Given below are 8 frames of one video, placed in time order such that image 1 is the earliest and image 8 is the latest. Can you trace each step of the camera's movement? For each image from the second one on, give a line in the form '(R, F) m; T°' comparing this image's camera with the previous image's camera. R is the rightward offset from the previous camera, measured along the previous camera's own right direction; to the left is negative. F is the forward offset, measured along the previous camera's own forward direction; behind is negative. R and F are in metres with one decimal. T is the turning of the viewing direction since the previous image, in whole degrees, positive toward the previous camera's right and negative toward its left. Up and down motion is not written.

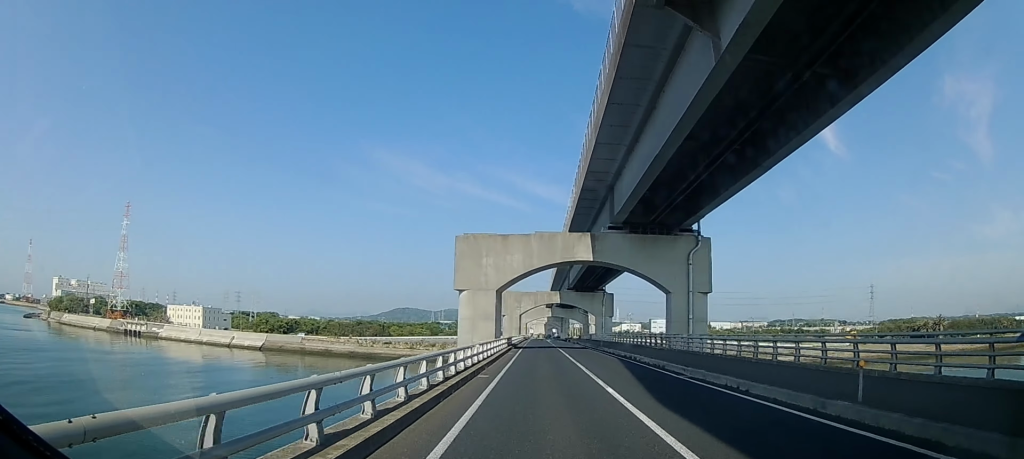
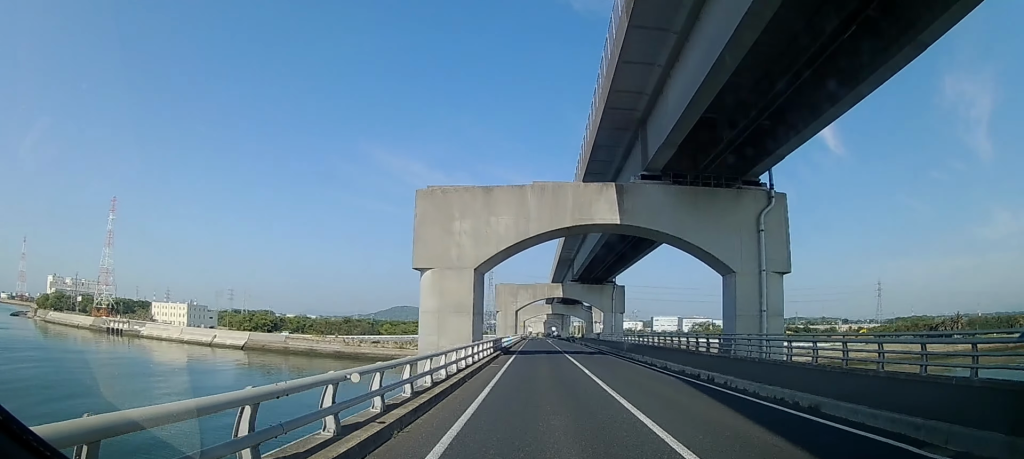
(0.0, +14.4) m; +1°
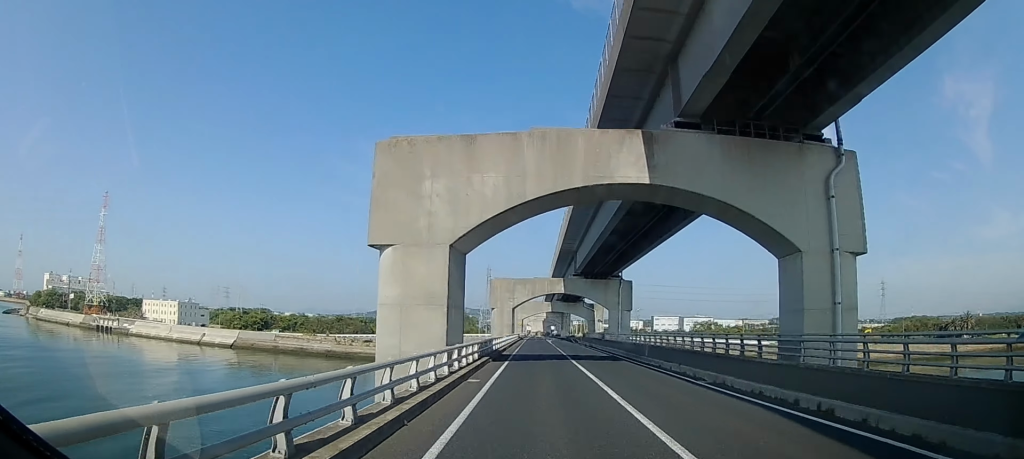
(+0.2, +7.9) m; 0°
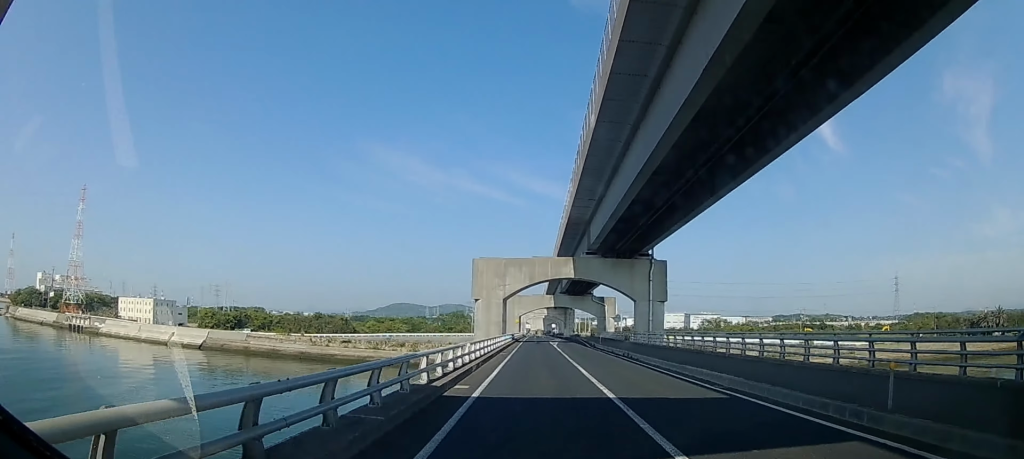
(-0.1, +22.4) m; 0°
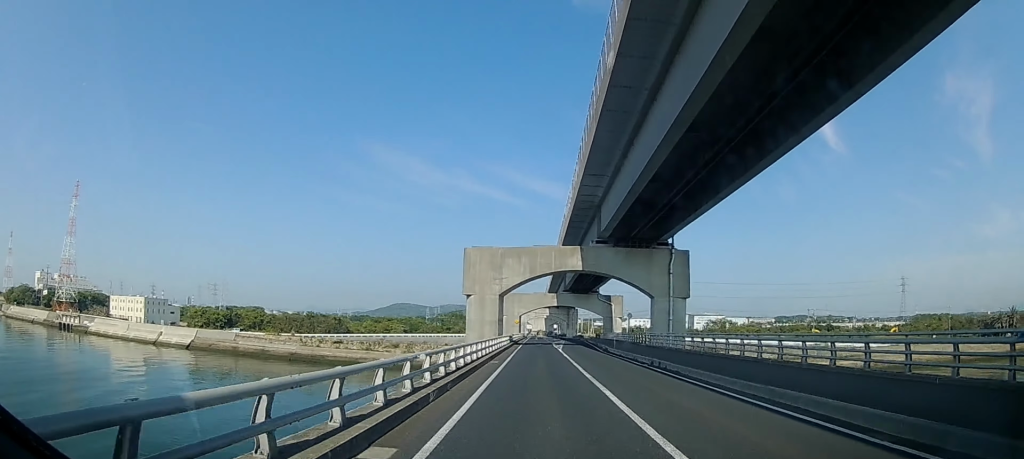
(-0.1, +9.0) m; 0°
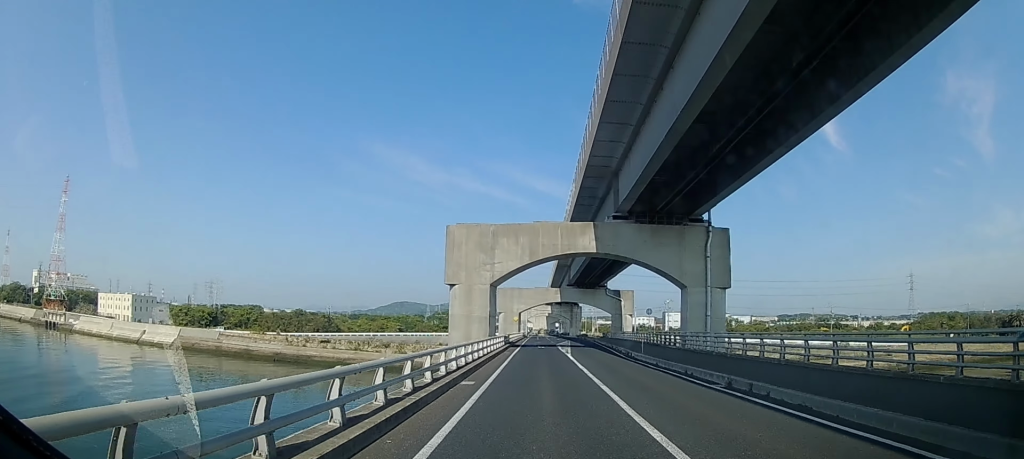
(+0.1, +12.9) m; +1°
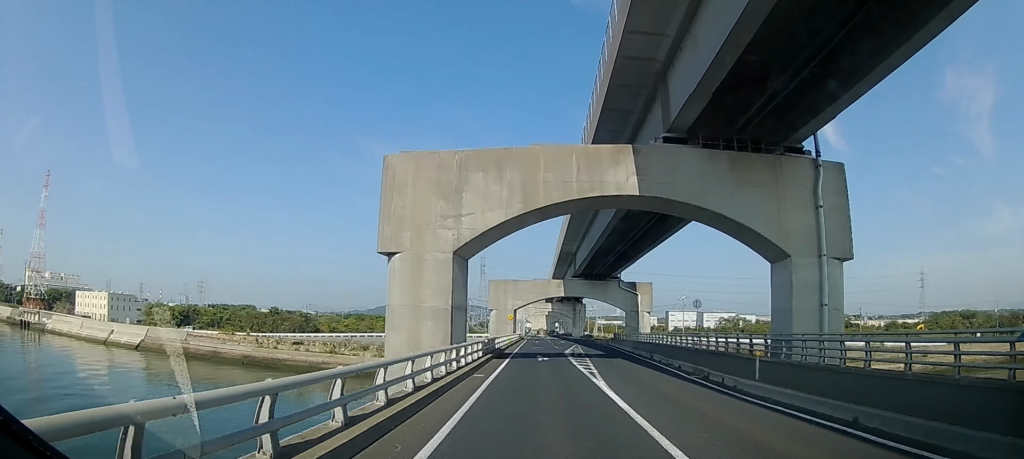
(+0.2, +17.6) m; 0°
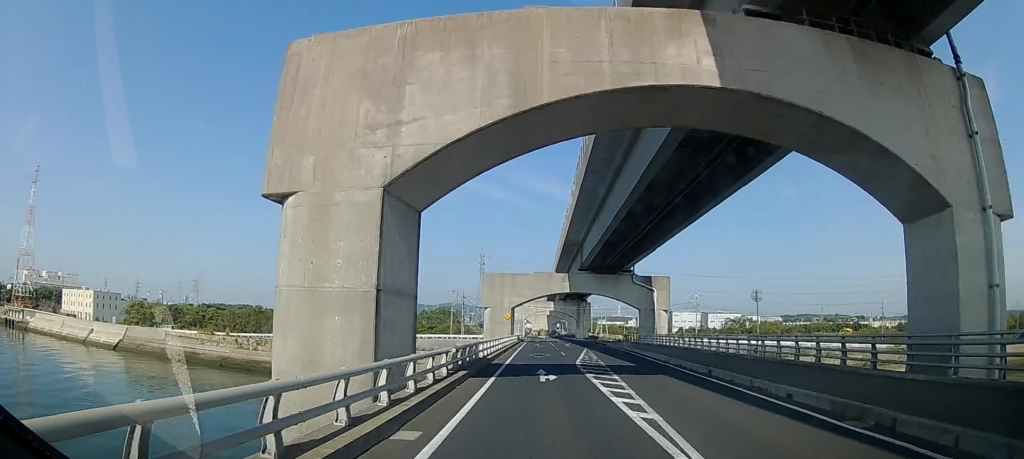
(0.0, +11.1) m; -1°
